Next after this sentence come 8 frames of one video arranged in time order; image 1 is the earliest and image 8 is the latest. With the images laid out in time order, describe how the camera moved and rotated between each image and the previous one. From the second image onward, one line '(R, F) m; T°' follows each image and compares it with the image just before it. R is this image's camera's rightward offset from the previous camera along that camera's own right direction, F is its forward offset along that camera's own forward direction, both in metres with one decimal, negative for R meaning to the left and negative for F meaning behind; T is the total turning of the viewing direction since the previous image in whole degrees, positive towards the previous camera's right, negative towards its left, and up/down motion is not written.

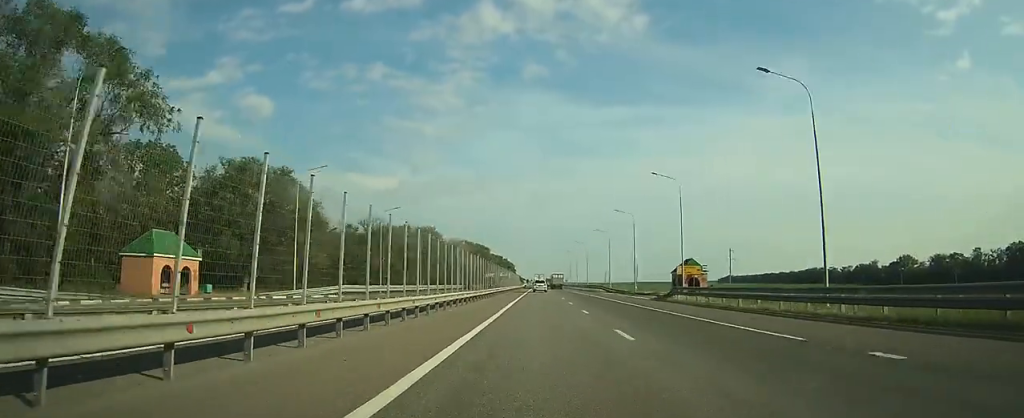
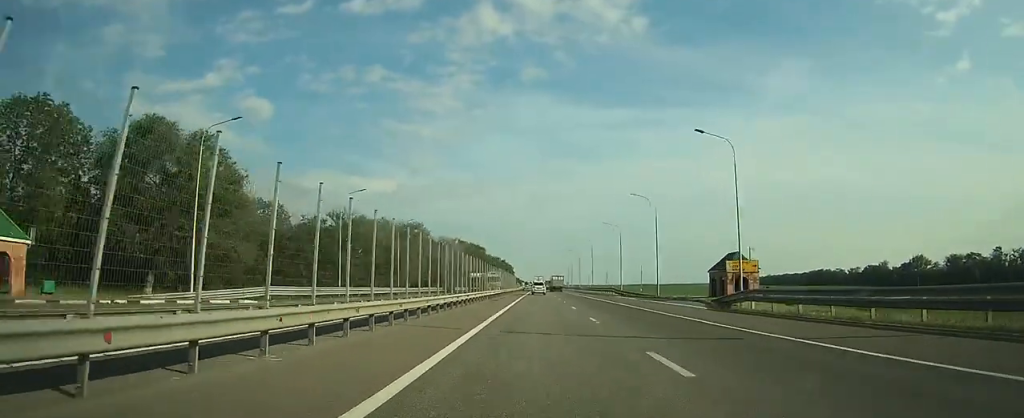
(0.0, +17.6) m; 0°
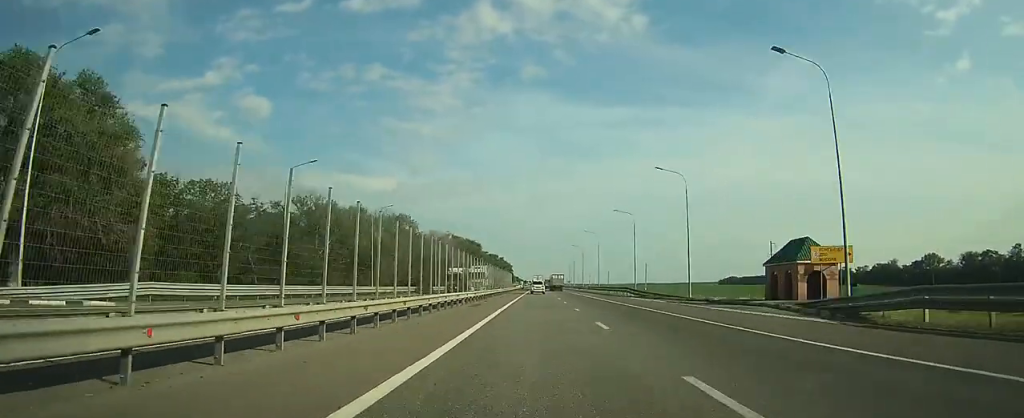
(0.0, +15.4) m; 0°
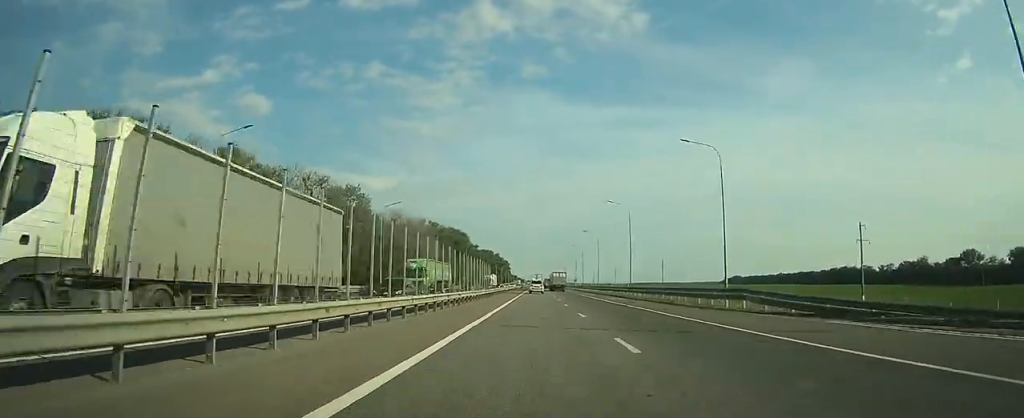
(0.0, +42.9) m; 0°
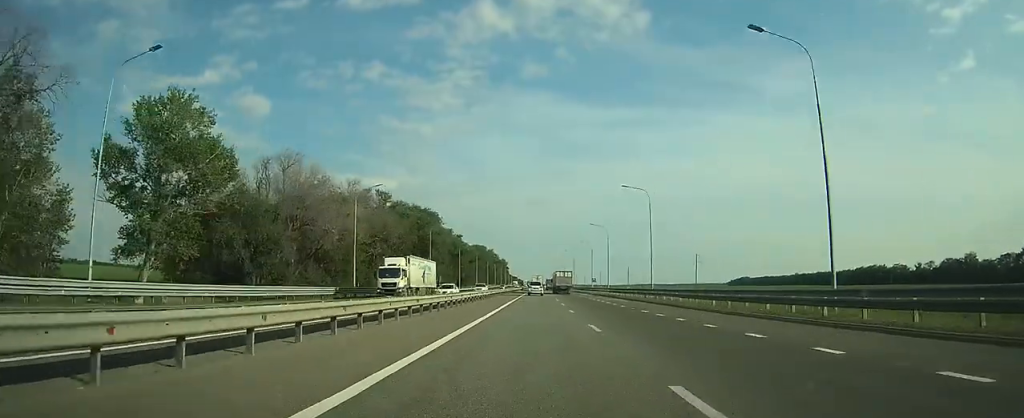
(+0.1, +55.3) m; 0°
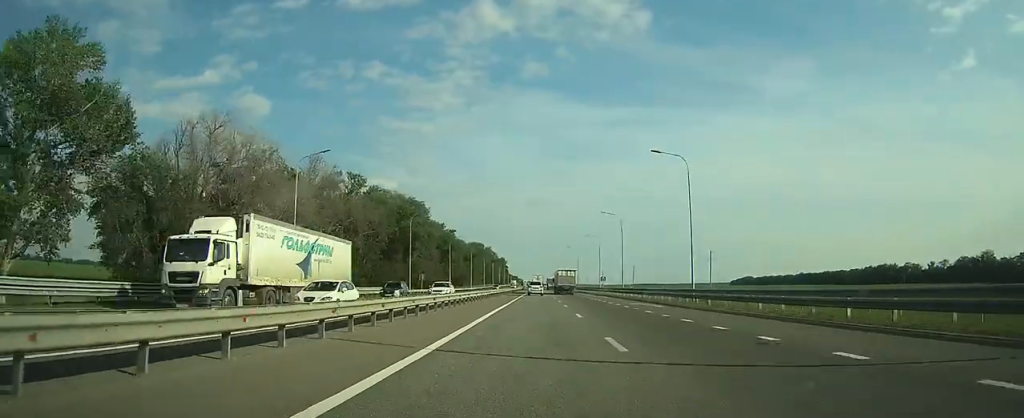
(0.0, +16.9) m; 0°
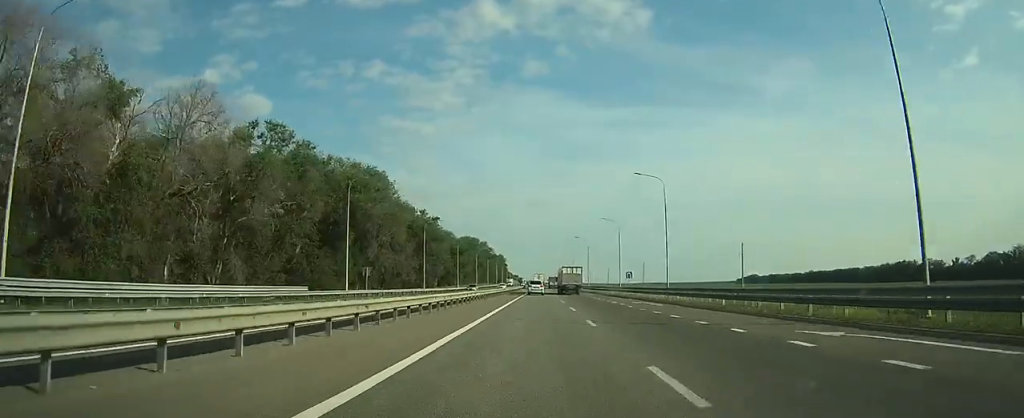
(-0.1, +29.8) m; 0°
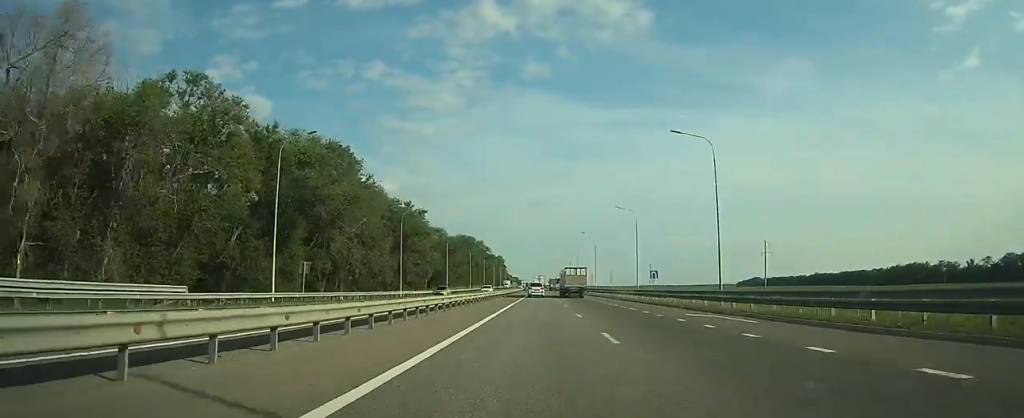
(0.0, +16.8) m; 0°
